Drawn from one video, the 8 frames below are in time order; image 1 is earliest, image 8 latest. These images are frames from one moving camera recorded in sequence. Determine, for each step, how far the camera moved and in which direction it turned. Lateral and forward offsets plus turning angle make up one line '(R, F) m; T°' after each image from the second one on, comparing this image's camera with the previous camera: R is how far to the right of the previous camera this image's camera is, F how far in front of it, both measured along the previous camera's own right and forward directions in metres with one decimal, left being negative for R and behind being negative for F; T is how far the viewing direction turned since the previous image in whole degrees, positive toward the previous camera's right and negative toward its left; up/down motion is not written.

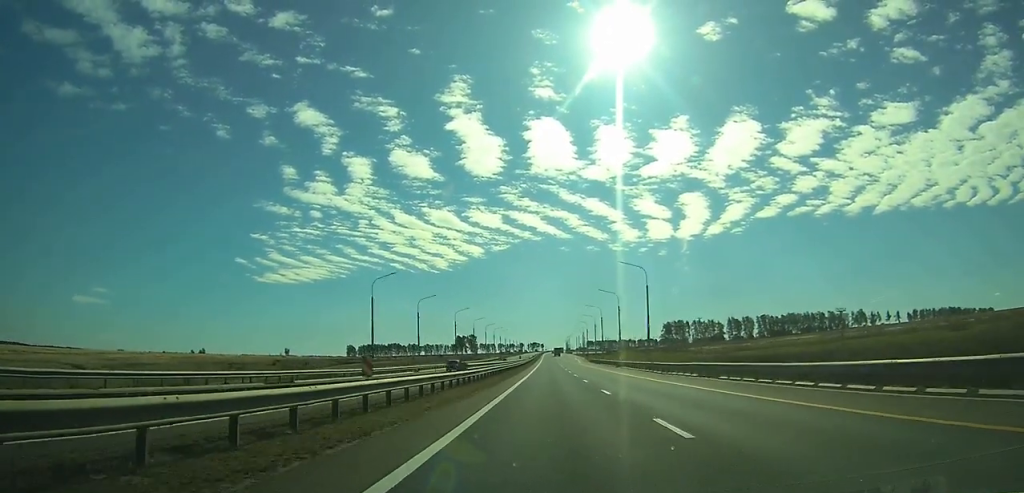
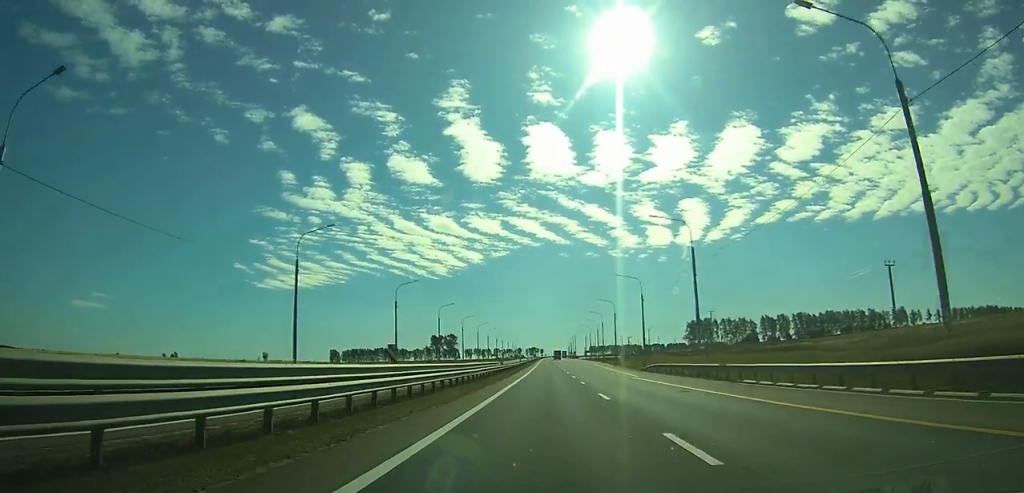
(+0.1, +73.7) m; 0°
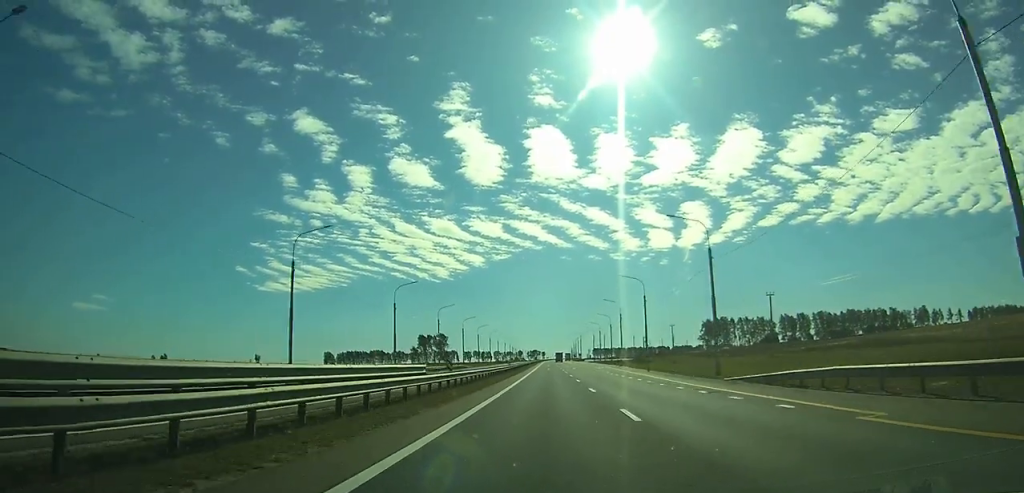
(0.0, +30.1) m; 0°
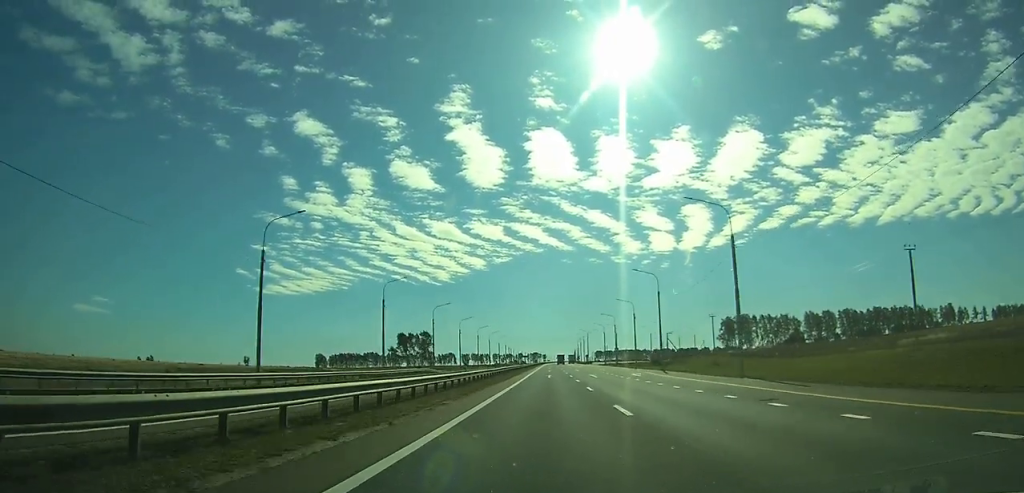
(0.0, +34.4) m; 0°
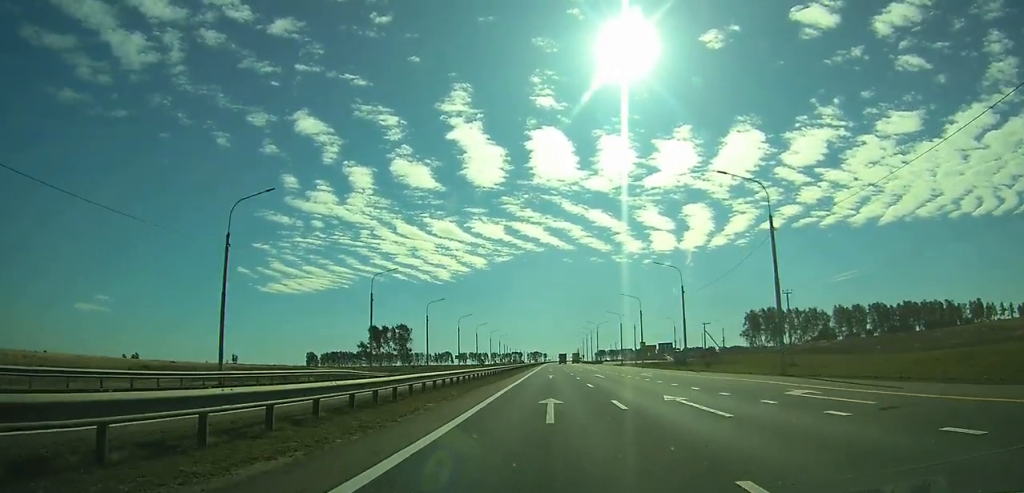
(-0.1, +34.2) m; 0°
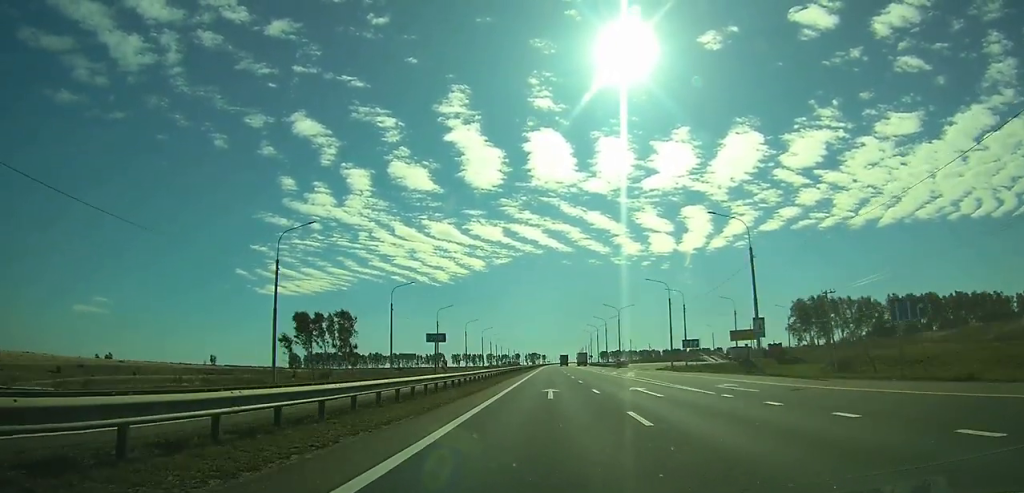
(-0.1, +51.2) m; 0°
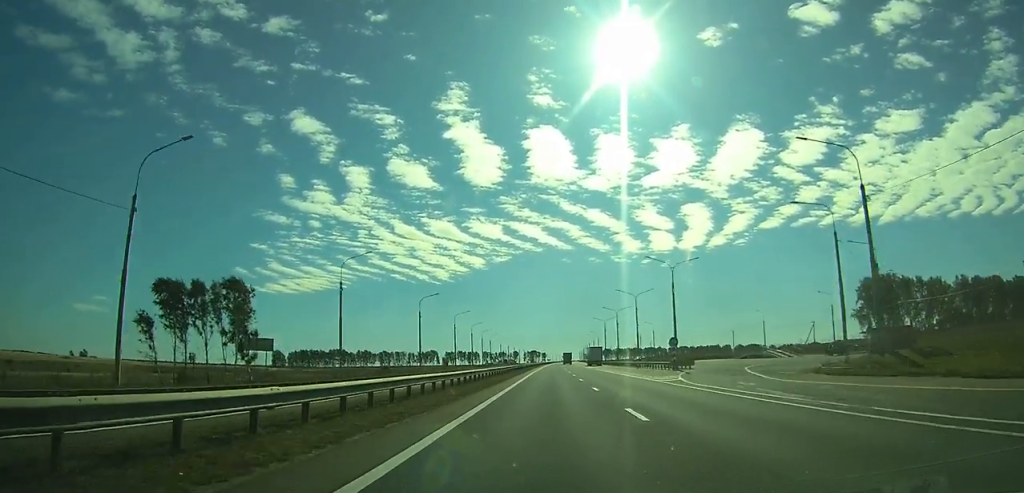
(0.0, +46.7) m; 0°
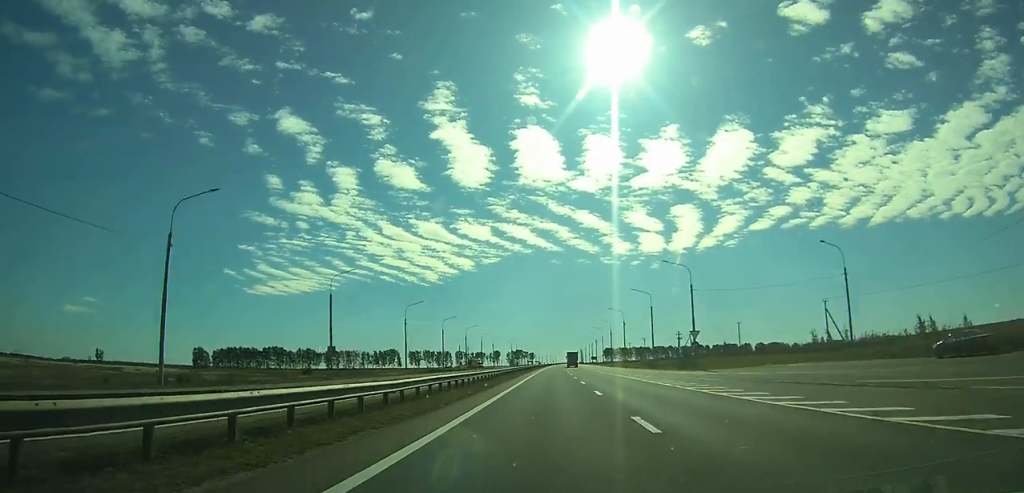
(+0.4, +143.0) m; +1°
